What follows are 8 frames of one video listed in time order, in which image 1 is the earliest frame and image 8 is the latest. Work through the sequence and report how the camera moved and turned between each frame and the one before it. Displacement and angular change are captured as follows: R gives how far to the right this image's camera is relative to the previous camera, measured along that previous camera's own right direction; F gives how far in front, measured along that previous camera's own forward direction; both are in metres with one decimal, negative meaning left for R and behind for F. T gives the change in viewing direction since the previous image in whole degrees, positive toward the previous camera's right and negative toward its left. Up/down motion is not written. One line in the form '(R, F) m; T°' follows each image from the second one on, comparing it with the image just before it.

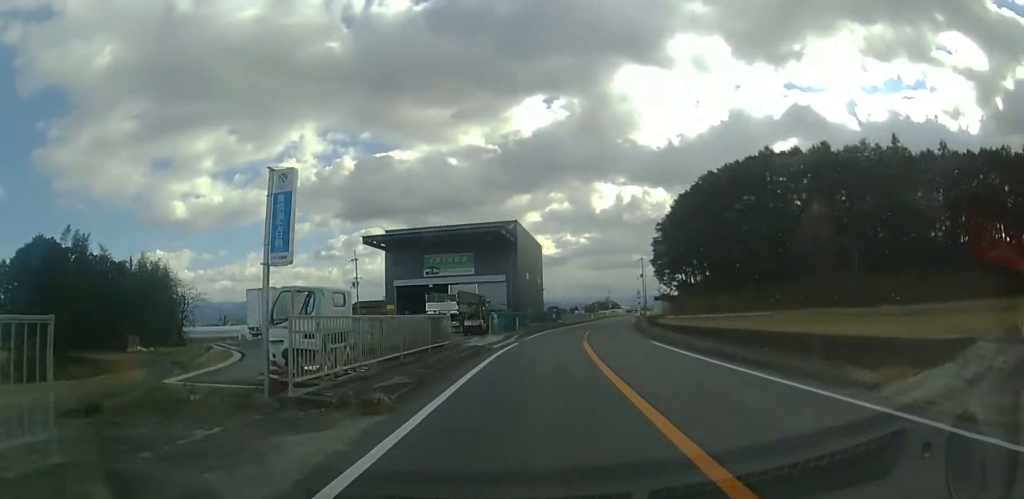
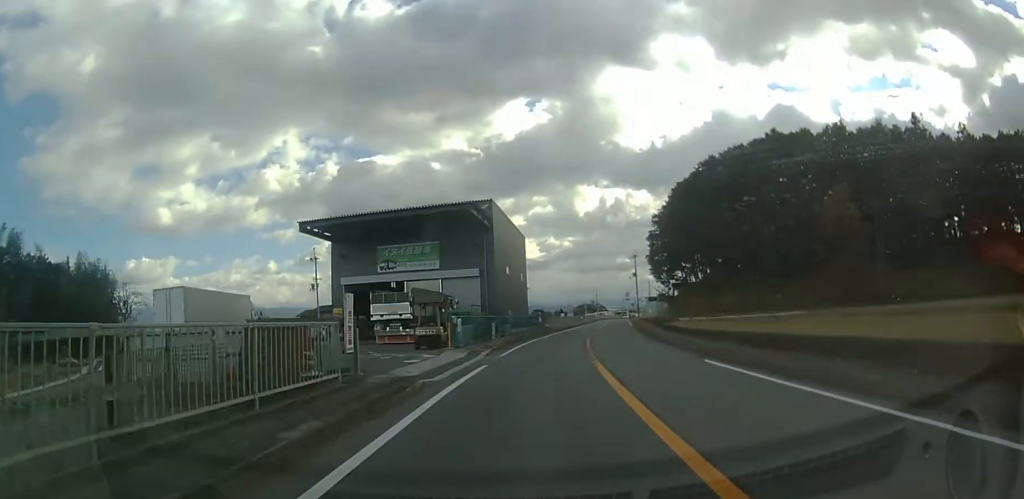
(+0.1, +9.7) m; +2°
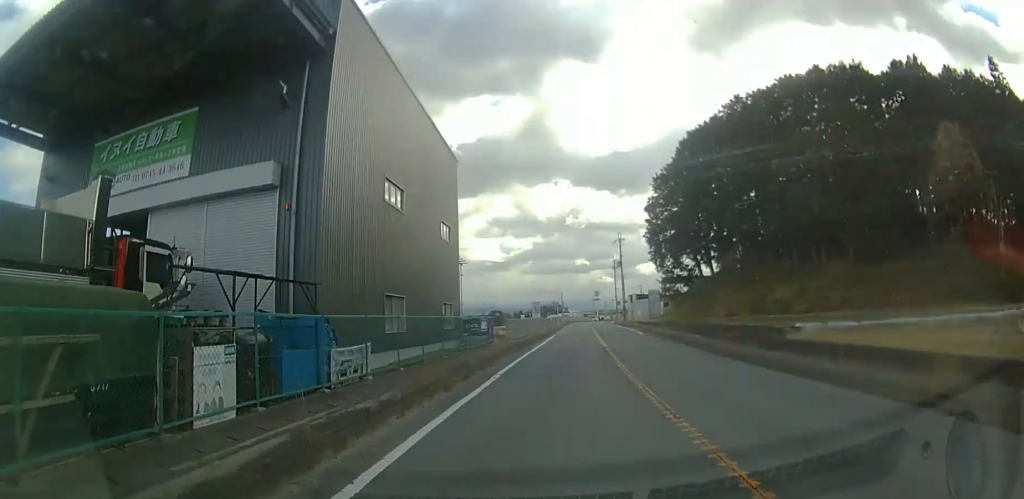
(+1.1, +25.3) m; +6°
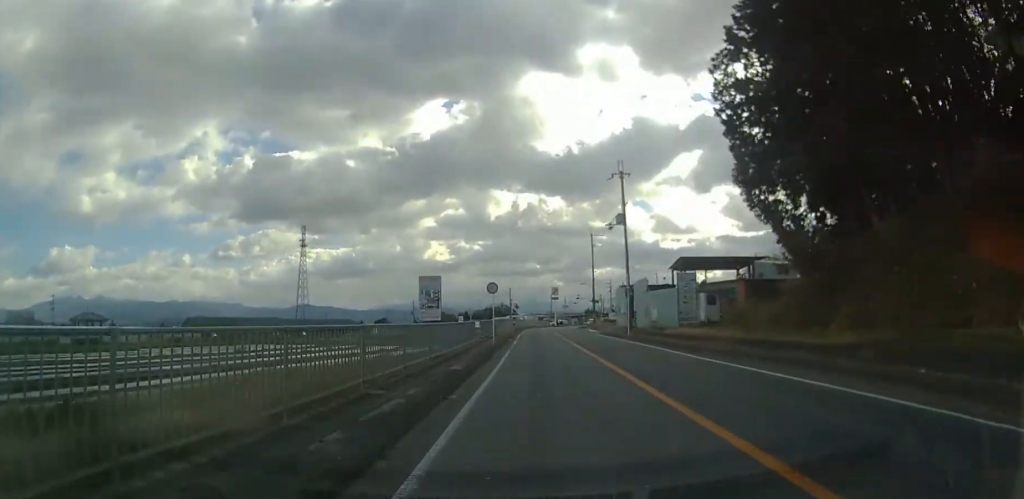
(+3.9, +39.2) m; +8°
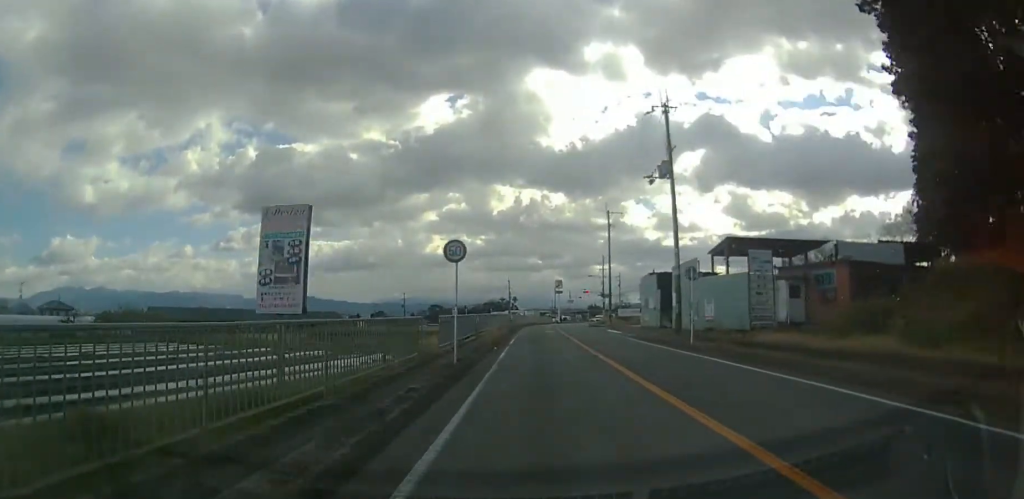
(0.0, +14.1) m; 0°
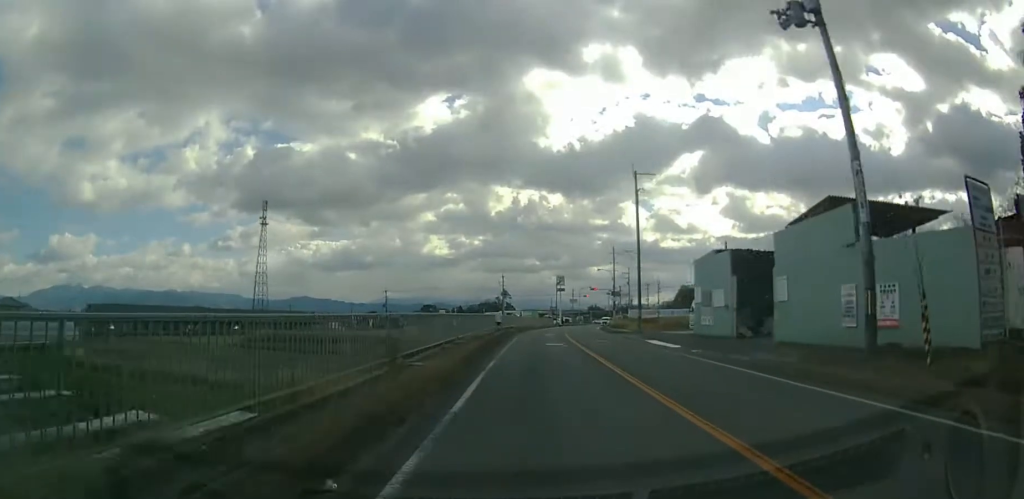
(0.0, +18.0) m; 0°
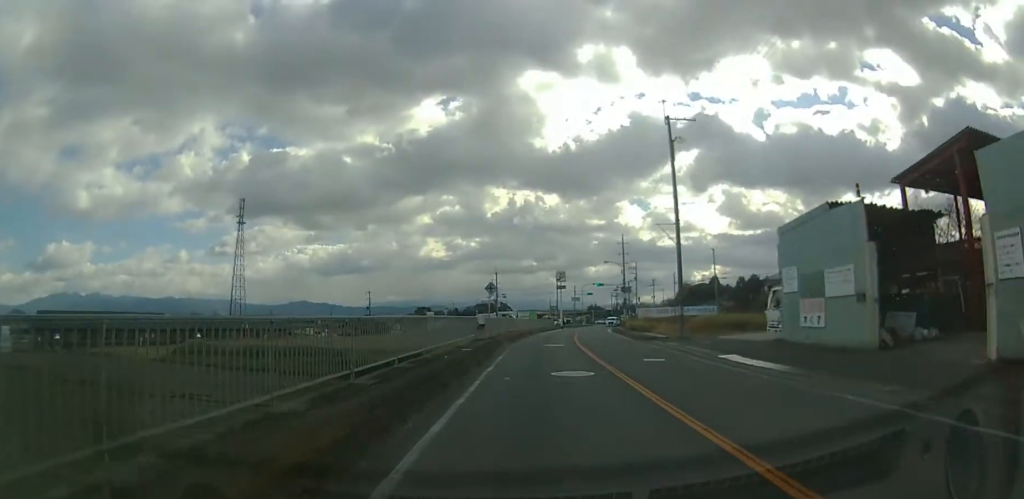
(0.0, +13.9) m; 0°
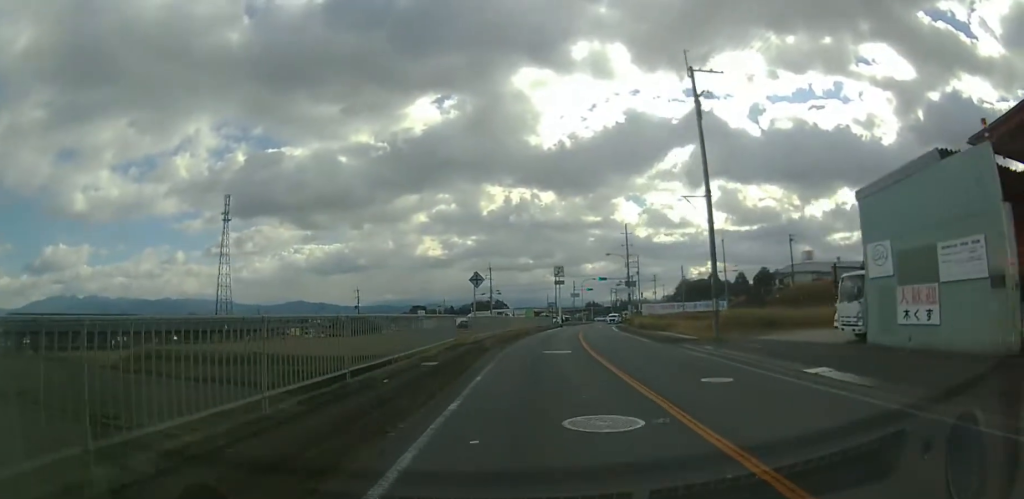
(0.0, +6.9) m; 0°
